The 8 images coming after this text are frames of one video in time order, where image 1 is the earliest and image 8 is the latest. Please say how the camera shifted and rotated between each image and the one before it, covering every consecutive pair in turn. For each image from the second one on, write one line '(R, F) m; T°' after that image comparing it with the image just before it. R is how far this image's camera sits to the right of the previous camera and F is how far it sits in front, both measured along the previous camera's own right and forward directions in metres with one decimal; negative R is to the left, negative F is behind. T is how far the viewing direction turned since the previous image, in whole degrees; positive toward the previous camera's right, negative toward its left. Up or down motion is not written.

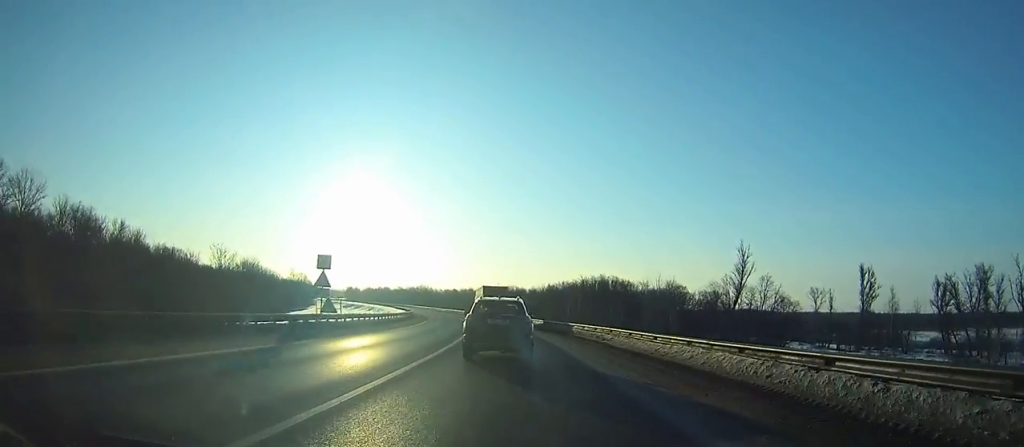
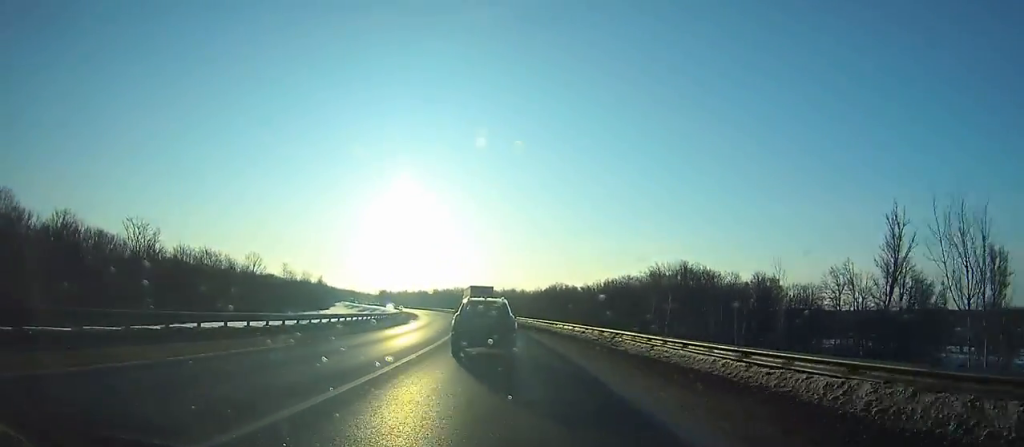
(-1.7, +43.3) m; -5°
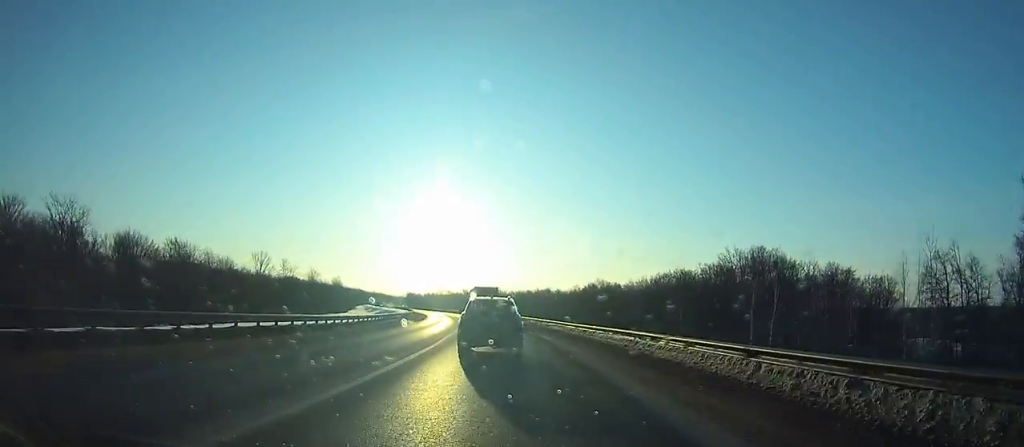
(-0.1, +23.0) m; -3°
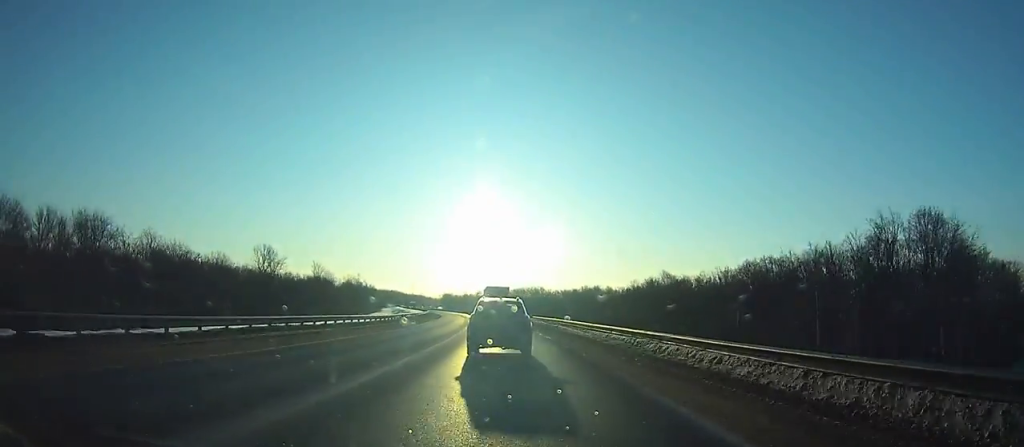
(-1.6, +32.4) m; -4°
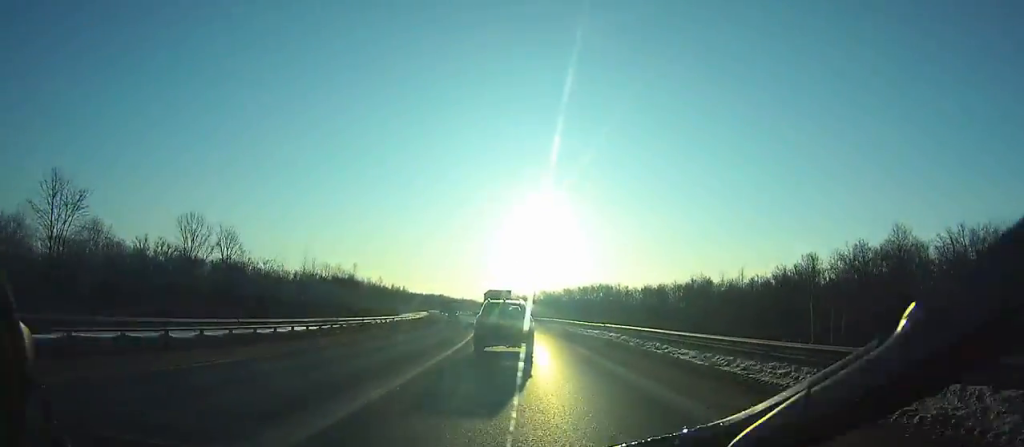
(-4.1, +73.6) m; -5°
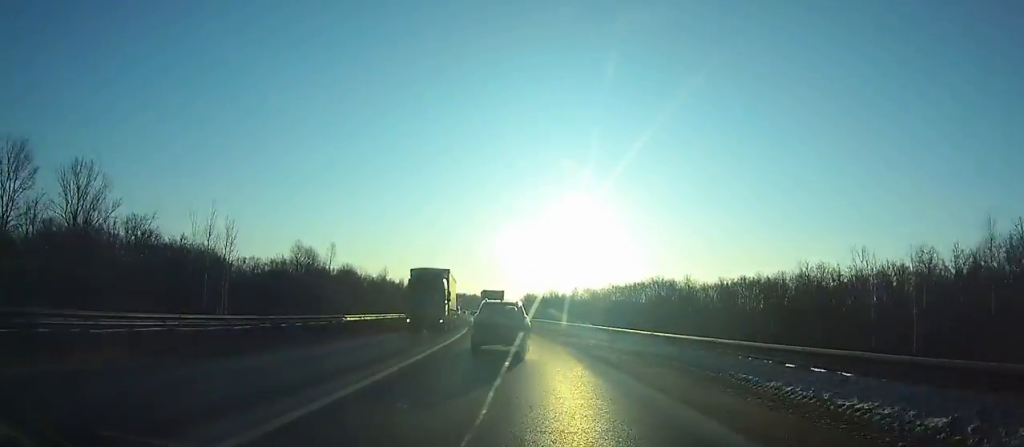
(-1.1, +45.7) m; -3°
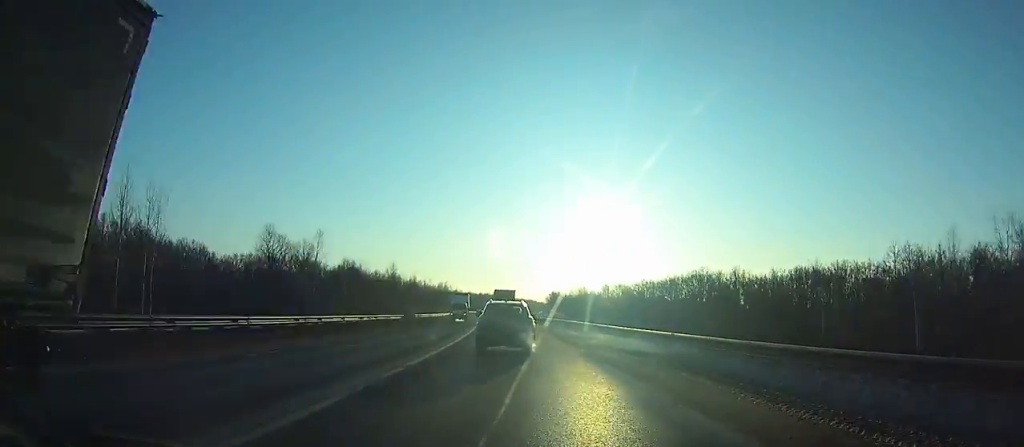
(0.0, +19.9) m; -2°
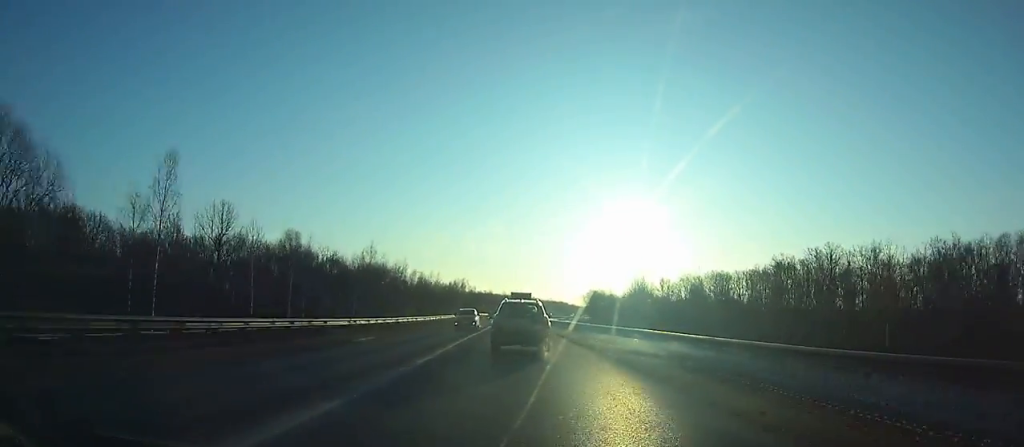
(-1.8, +49.1) m; -3°
